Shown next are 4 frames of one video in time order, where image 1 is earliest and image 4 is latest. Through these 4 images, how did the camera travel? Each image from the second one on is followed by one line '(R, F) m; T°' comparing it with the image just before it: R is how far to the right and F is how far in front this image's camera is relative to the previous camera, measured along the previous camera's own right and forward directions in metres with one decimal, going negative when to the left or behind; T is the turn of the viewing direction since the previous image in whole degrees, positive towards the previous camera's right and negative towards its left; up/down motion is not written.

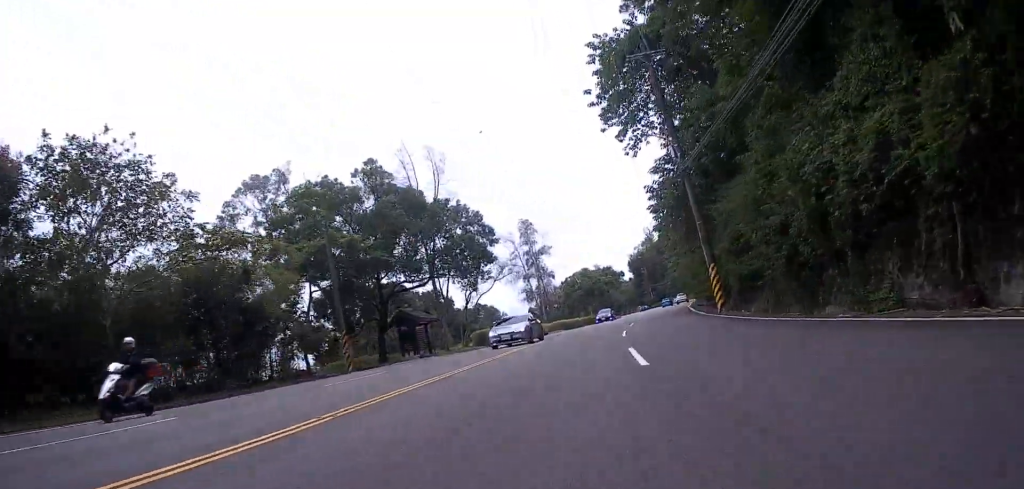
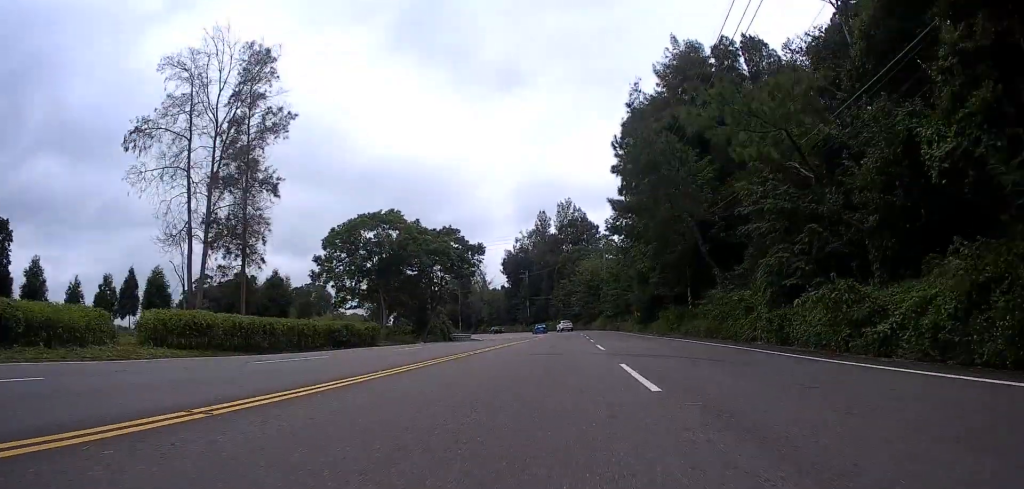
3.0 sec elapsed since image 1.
(+2.4, +51.6) m; +6°
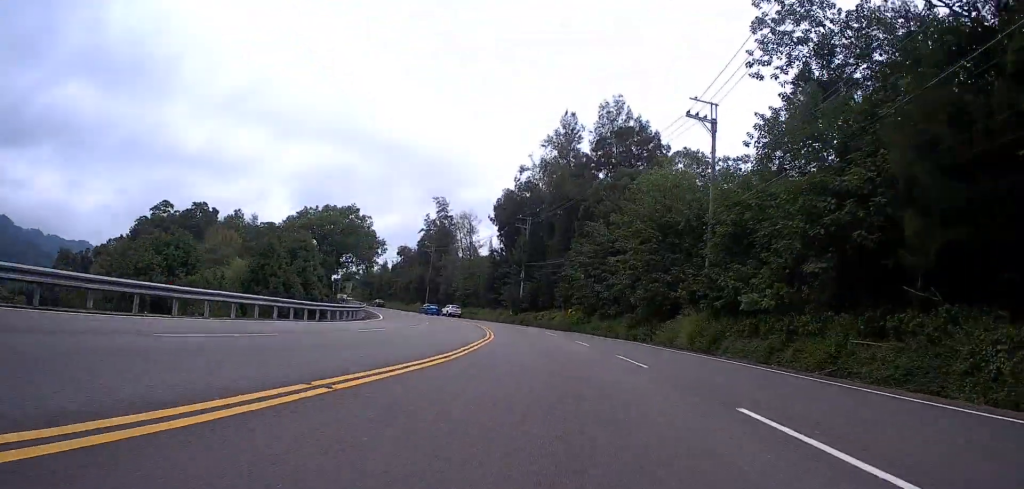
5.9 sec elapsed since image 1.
(+1.1, +53.5) m; -7°
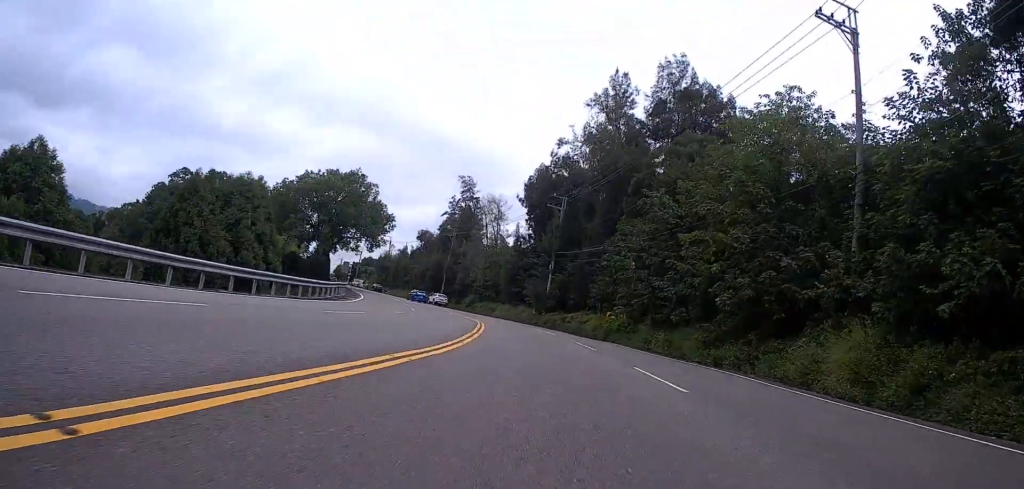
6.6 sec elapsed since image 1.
(-1.3, +14.5) m; -9°
